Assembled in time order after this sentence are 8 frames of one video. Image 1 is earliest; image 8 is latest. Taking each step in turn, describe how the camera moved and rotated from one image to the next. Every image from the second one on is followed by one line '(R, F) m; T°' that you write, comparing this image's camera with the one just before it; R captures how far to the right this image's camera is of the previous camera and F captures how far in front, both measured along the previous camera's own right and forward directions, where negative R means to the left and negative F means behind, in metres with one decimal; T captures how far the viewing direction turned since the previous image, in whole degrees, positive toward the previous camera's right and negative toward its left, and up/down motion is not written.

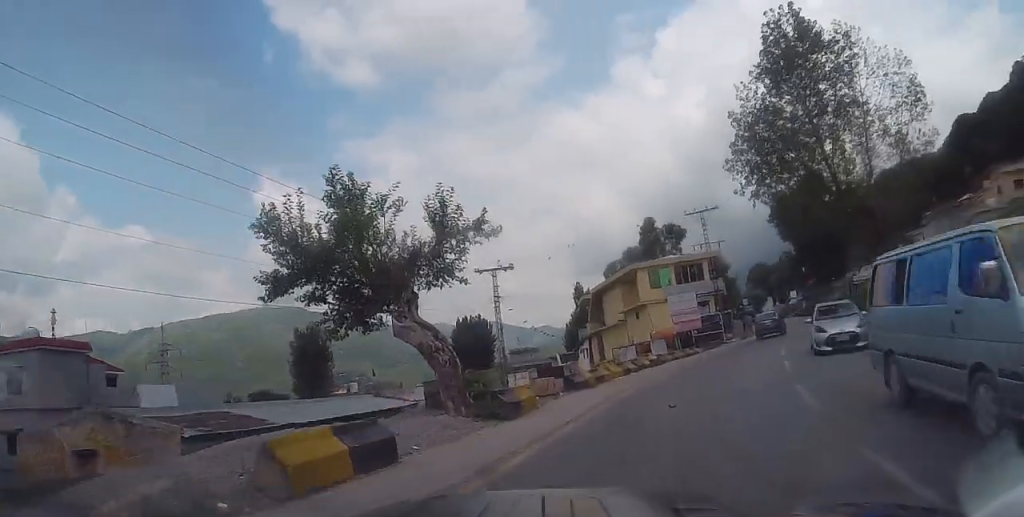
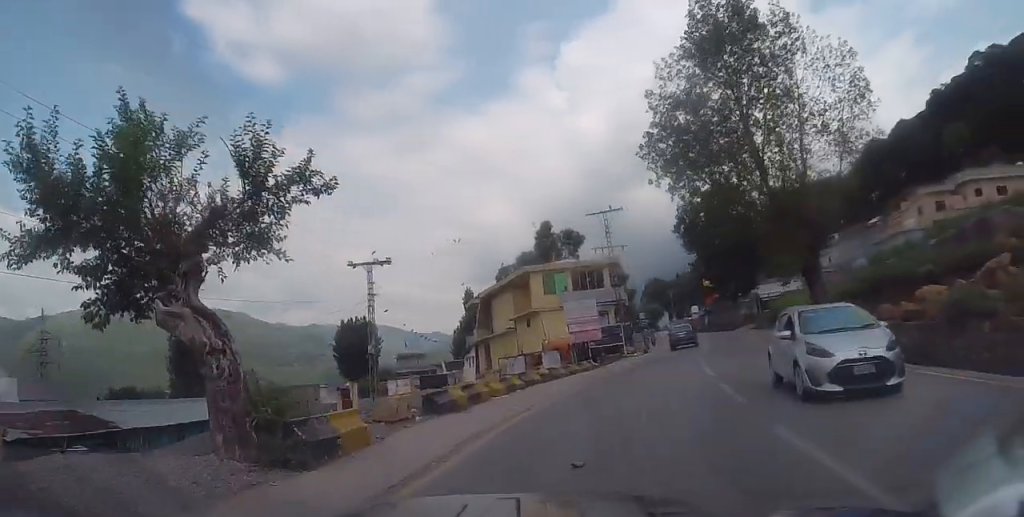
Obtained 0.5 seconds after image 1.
(+0.2, +4.4) m; +8°
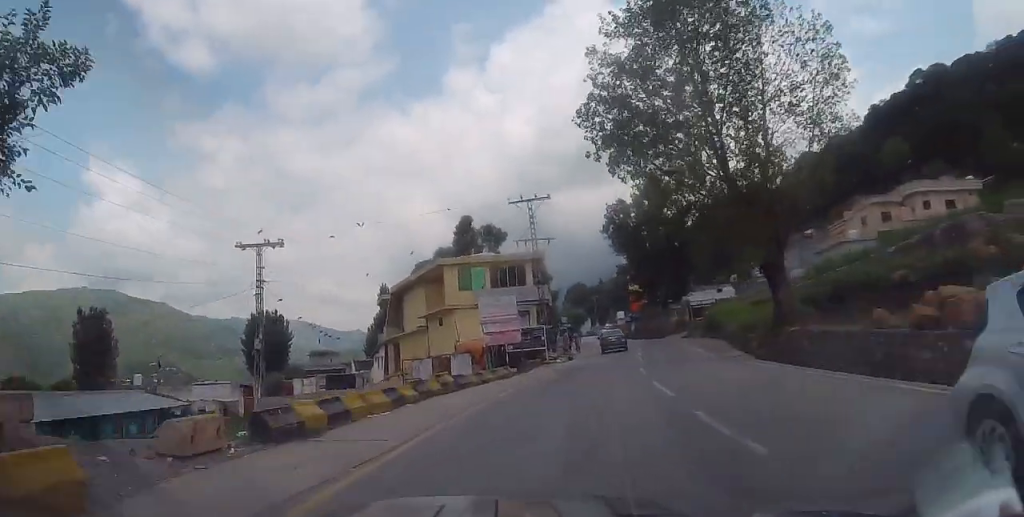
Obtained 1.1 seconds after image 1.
(+0.4, +4.3) m; +4°
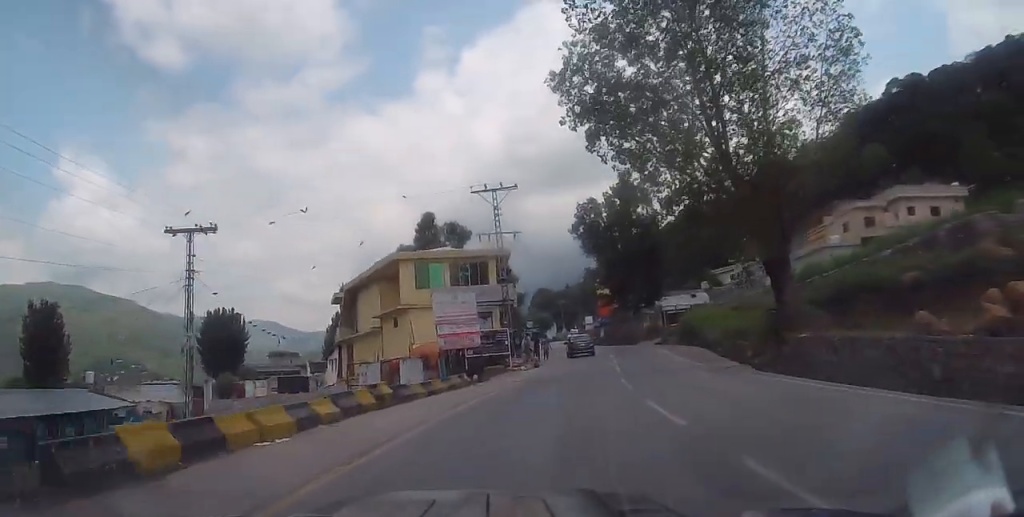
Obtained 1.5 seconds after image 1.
(+0.3, +3.5) m; +2°
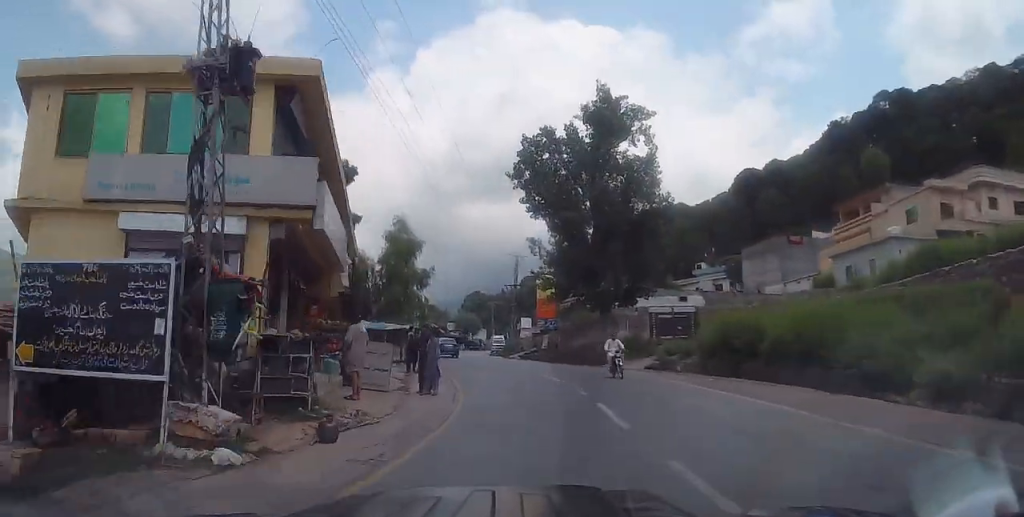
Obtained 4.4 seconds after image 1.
(+2.2, +24.4) m; +8°
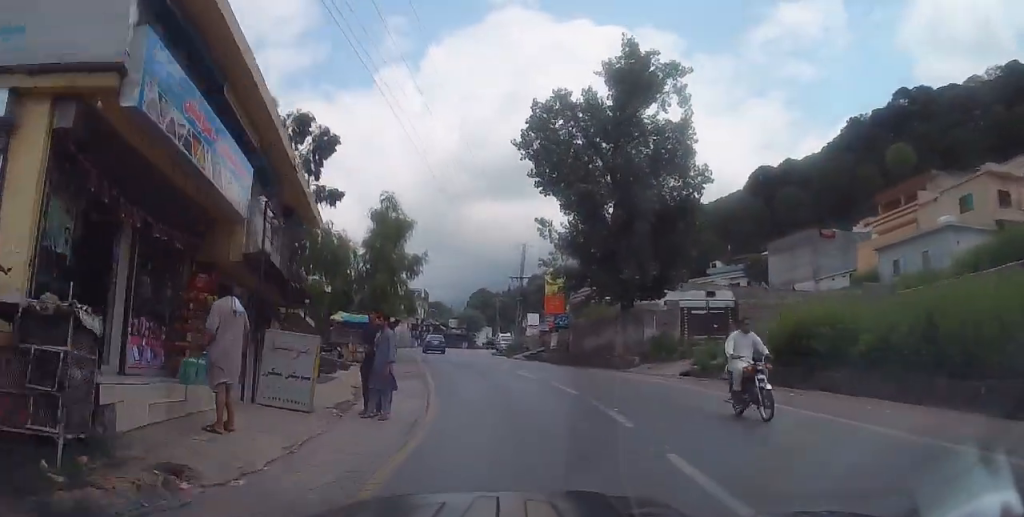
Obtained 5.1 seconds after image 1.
(-0.1, +6.1) m; -2°
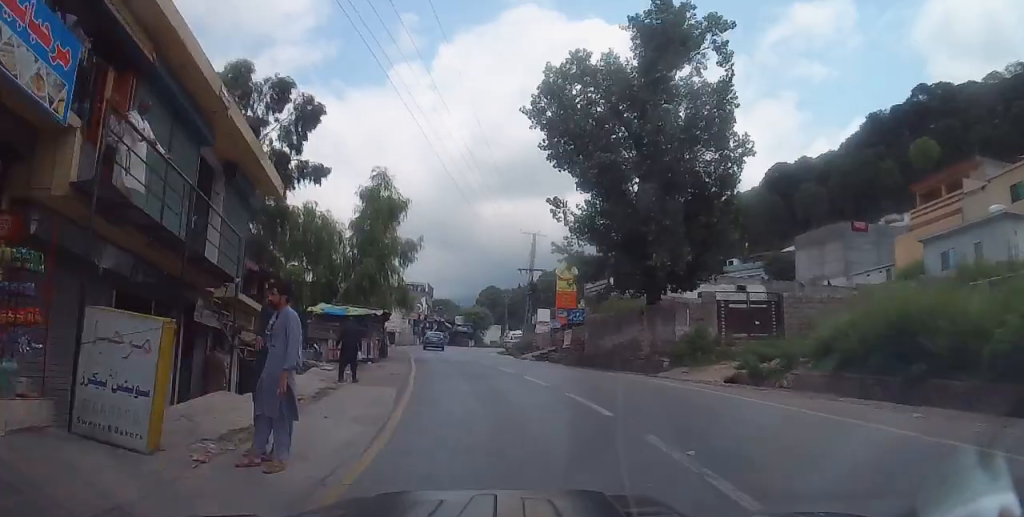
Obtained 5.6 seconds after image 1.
(-0.3, +4.6) m; -2°
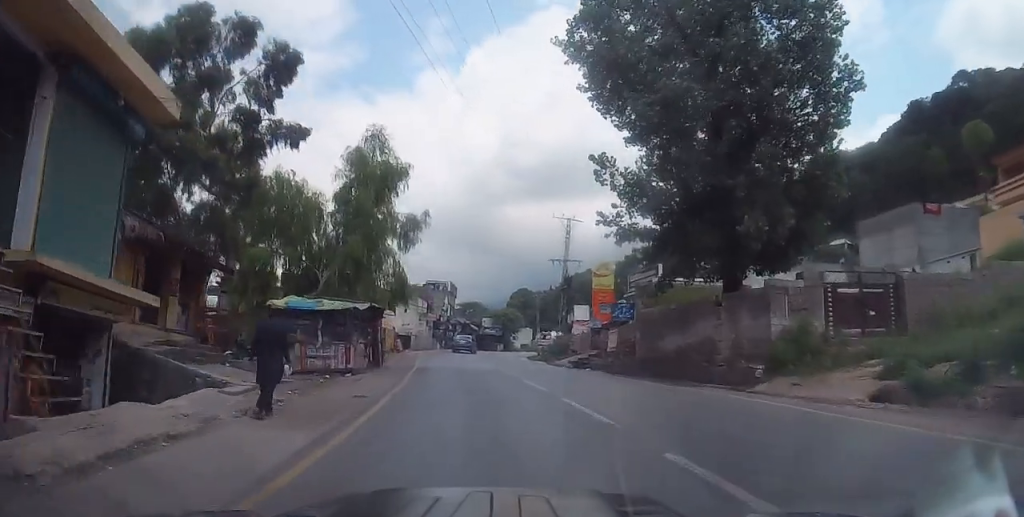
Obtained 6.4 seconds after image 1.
(+0.2, +7.4) m; -2°
